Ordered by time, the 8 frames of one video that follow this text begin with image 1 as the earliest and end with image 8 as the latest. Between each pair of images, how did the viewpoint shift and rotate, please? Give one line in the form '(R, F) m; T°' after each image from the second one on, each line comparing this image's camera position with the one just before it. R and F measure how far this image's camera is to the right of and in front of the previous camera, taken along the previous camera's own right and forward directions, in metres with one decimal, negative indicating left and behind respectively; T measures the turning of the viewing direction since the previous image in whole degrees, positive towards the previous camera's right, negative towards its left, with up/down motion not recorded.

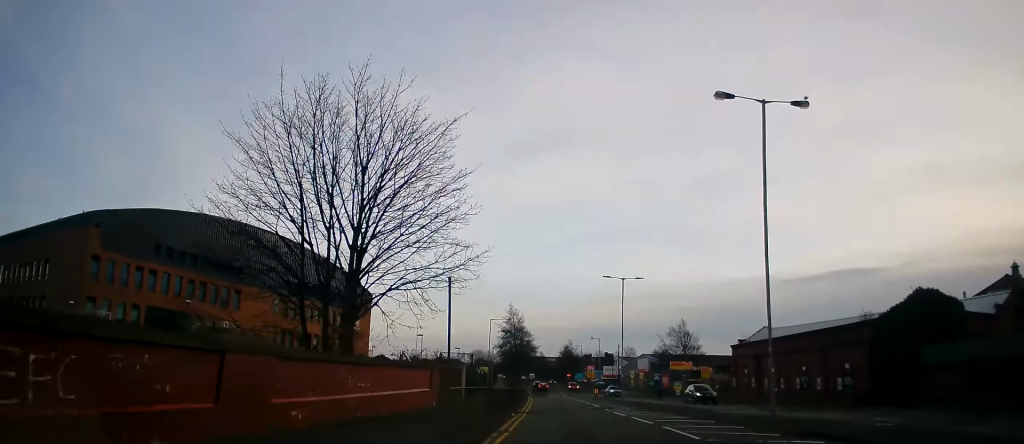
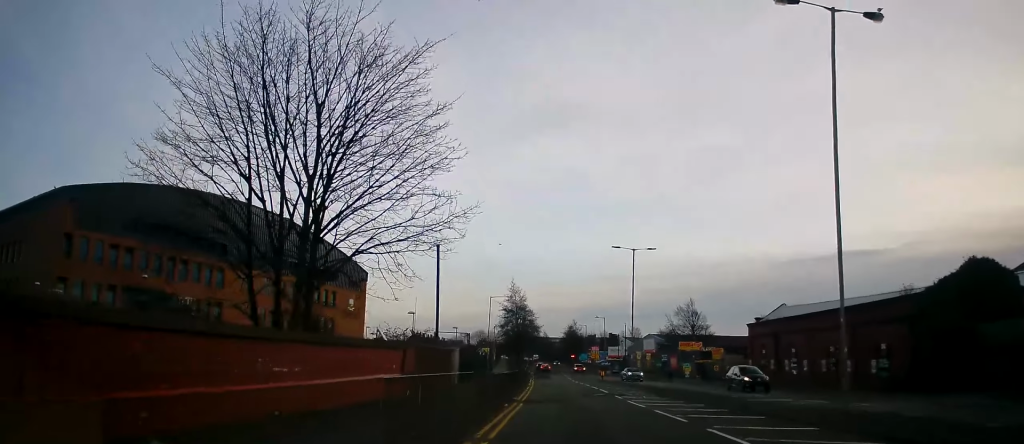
(0.0, +4.7) m; -1°
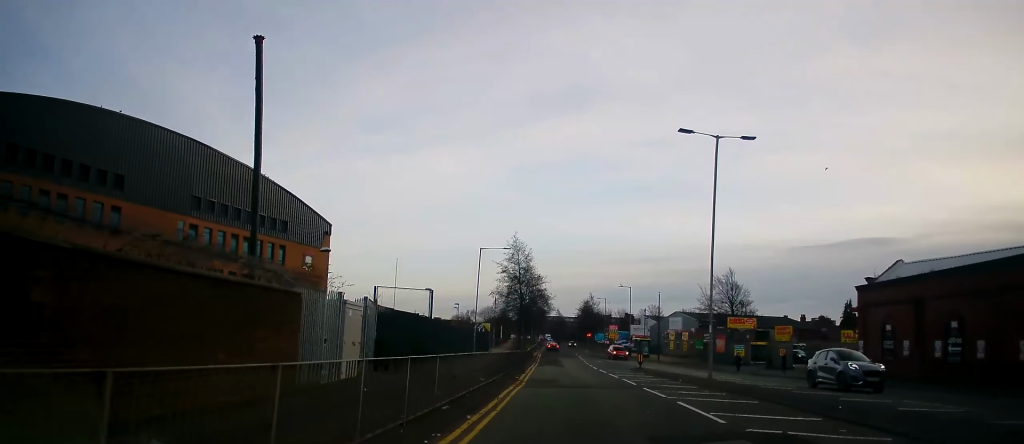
(-0.6, +20.3) m; -1°
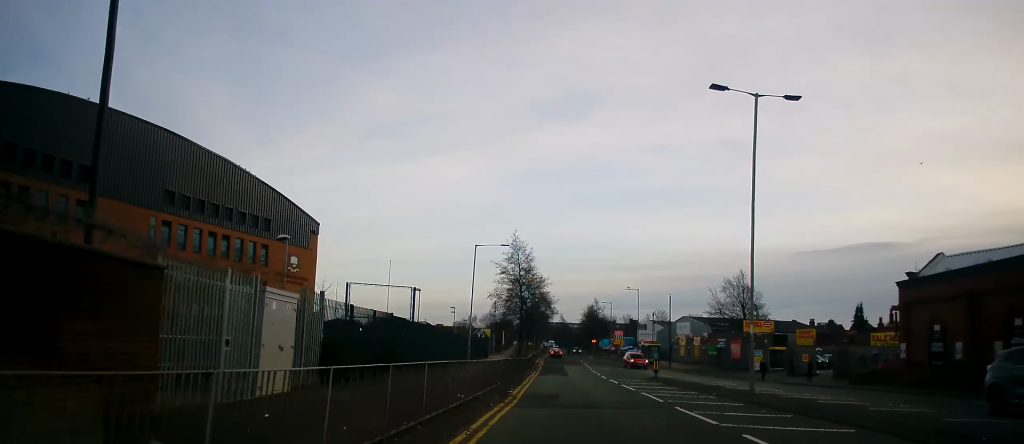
(0.0, +4.9) m; 0°
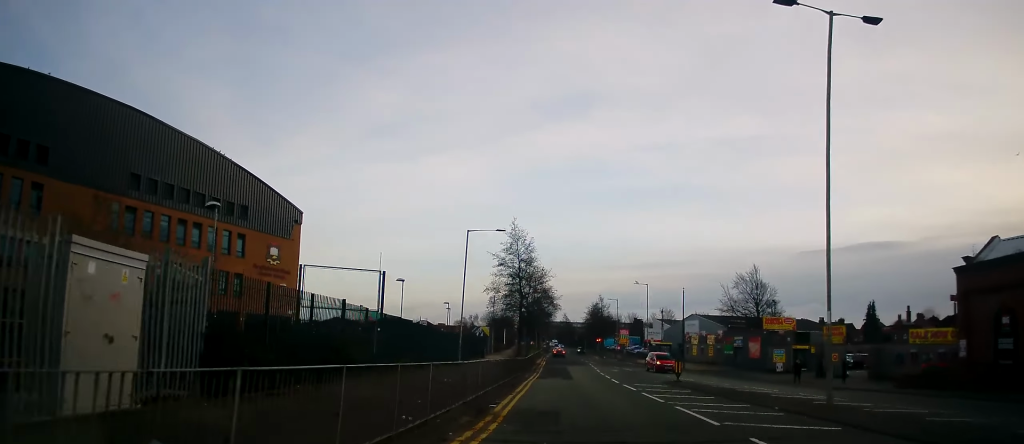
(0.0, +5.6) m; 0°
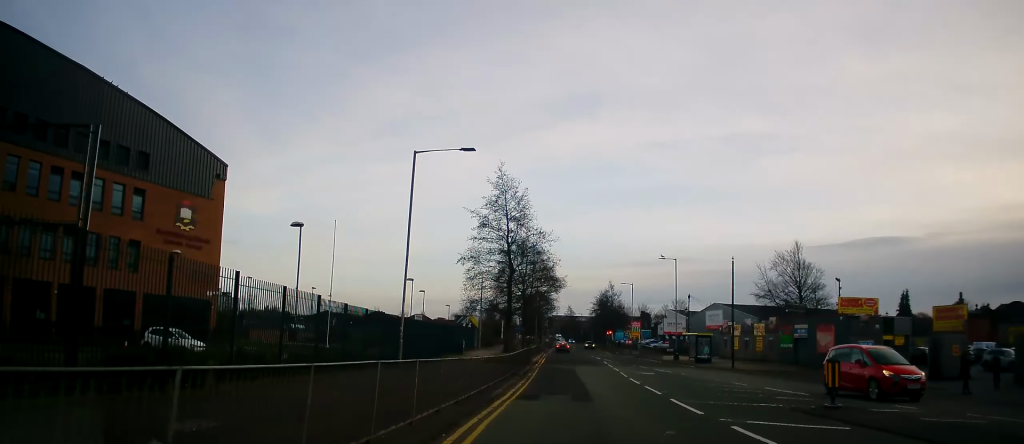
(-0.3, +16.9) m; 0°
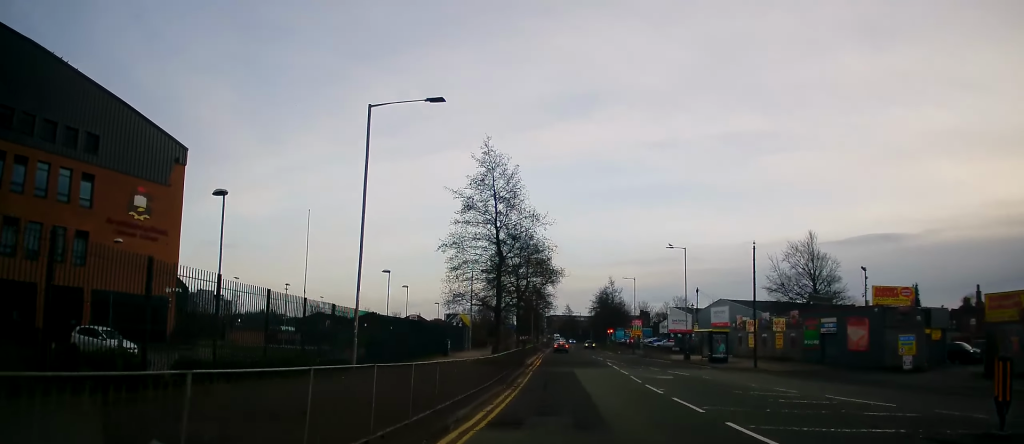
(+0.1, +5.9) m; 0°
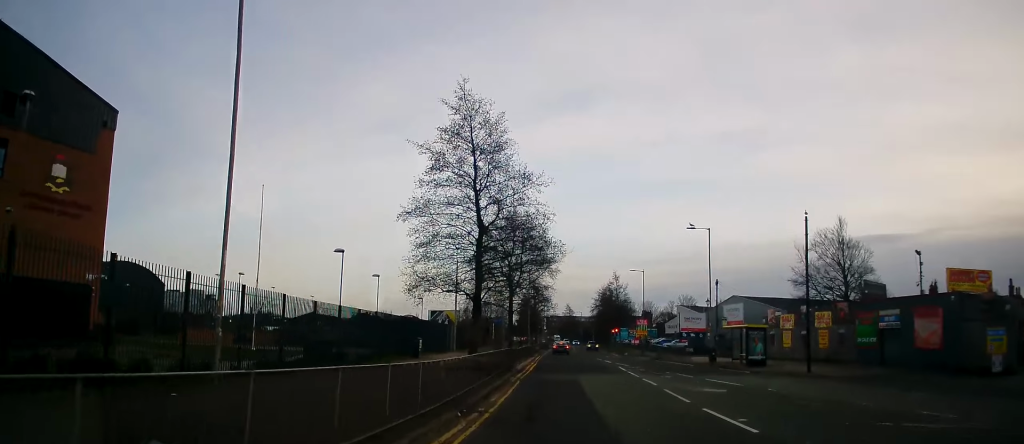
(+0.1, +9.1) m; -1°
